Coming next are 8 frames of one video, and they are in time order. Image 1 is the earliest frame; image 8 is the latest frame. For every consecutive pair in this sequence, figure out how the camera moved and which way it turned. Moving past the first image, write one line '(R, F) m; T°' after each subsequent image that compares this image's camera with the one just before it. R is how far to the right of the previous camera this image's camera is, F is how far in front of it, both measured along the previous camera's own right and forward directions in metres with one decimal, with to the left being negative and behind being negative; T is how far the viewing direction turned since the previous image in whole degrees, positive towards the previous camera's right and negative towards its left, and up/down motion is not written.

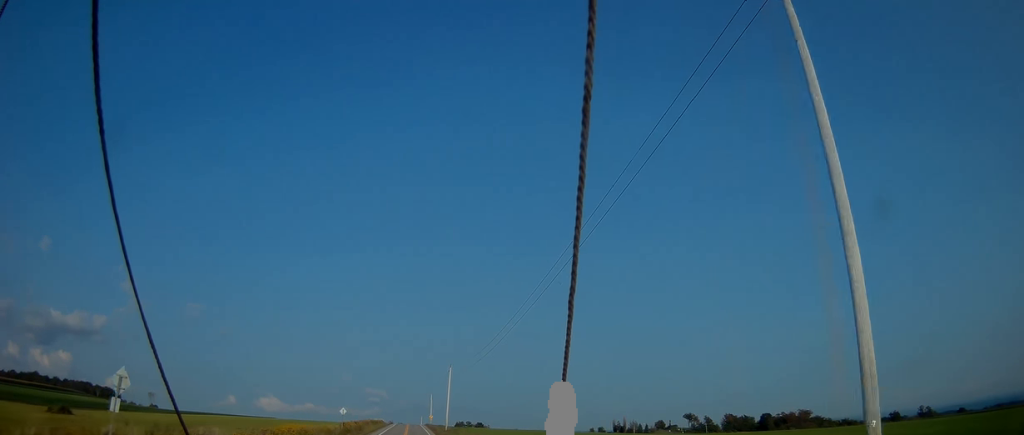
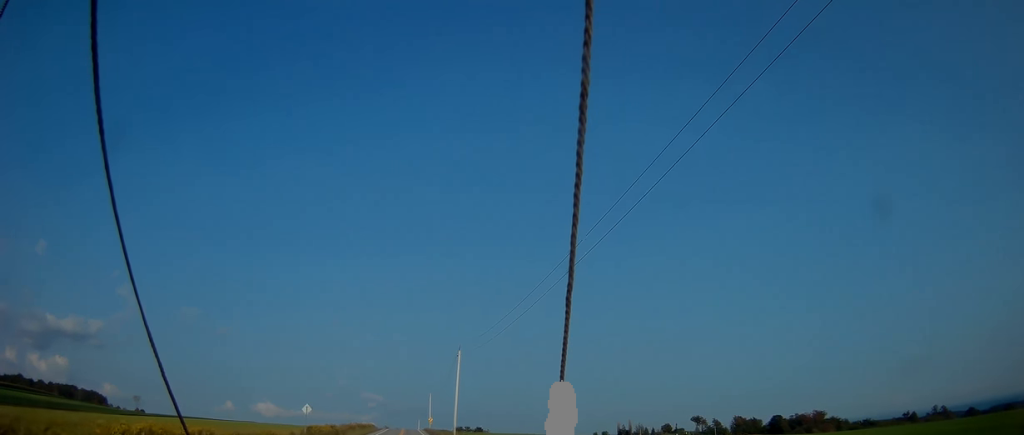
(0.0, +26.6) m; +1°
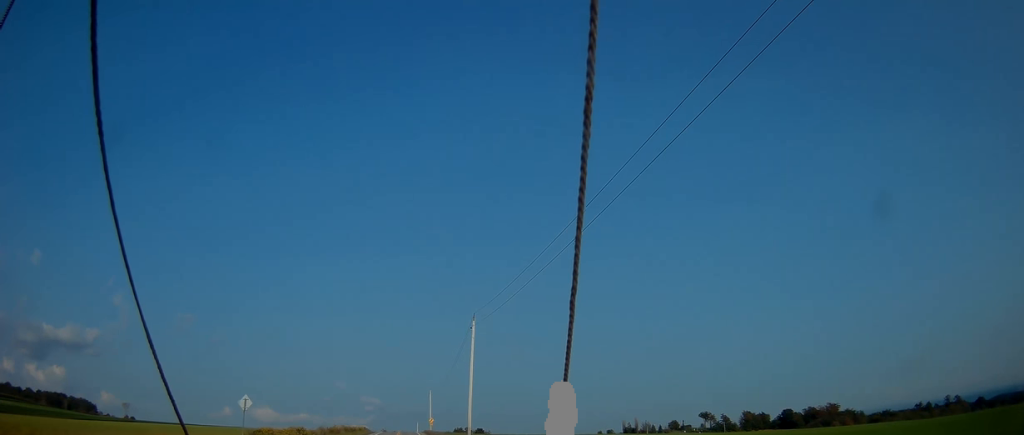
(+0.2, +21.1) m; +1°
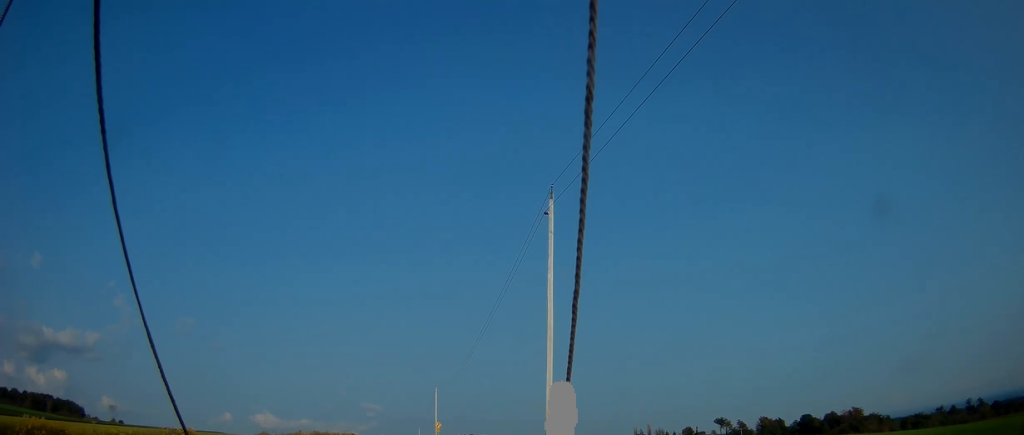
(0.0, +29.3) m; 0°
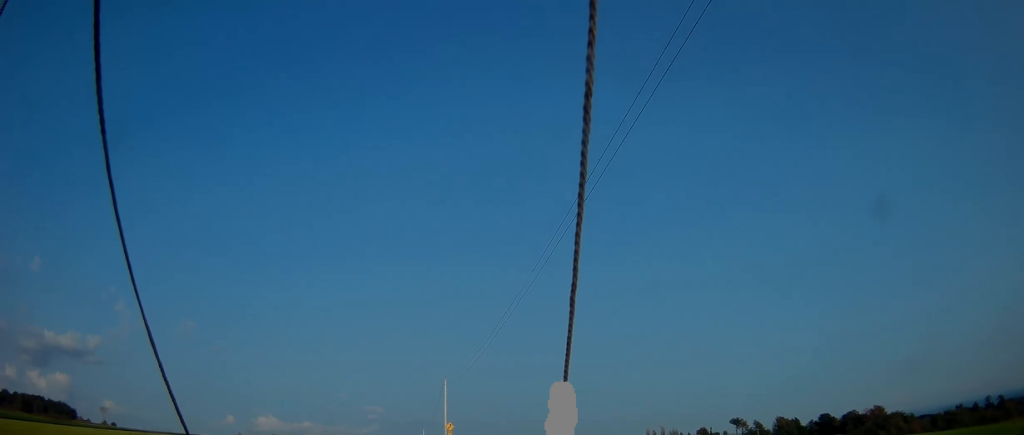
(0.0, +22.9) m; 0°
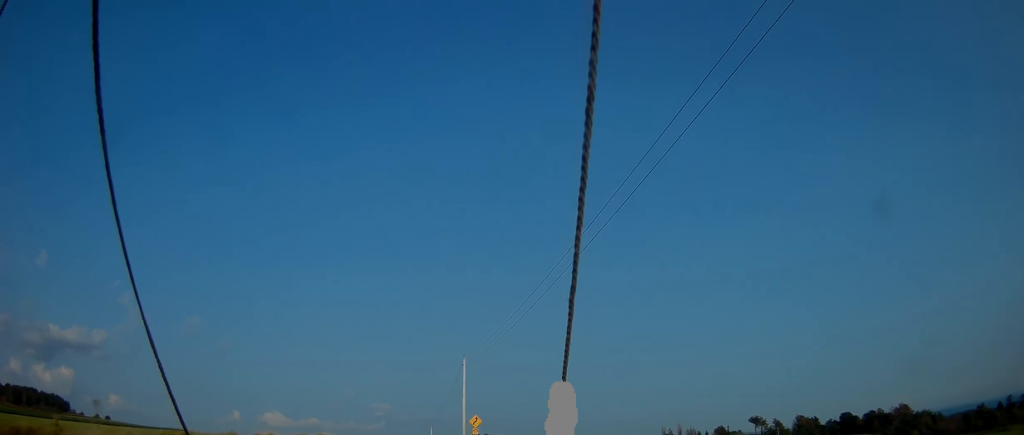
(-0.1, +23.0) m; -1°
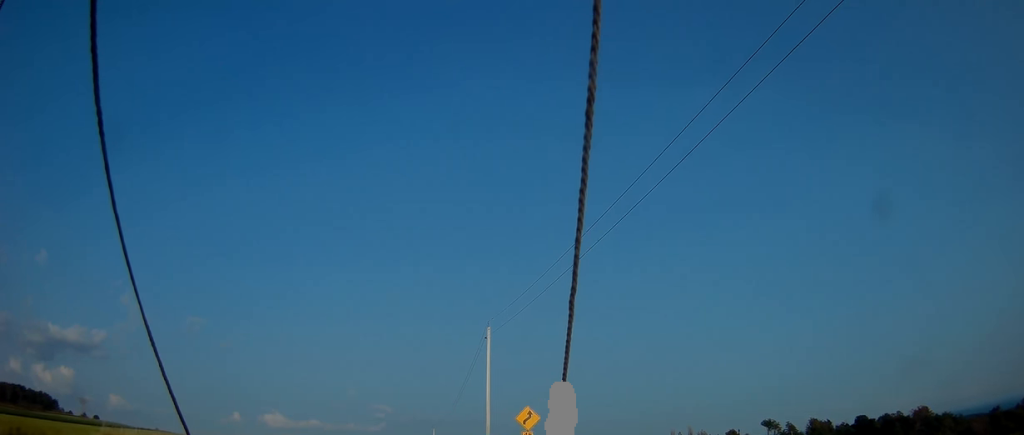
(-0.3, +21.5) m; -1°
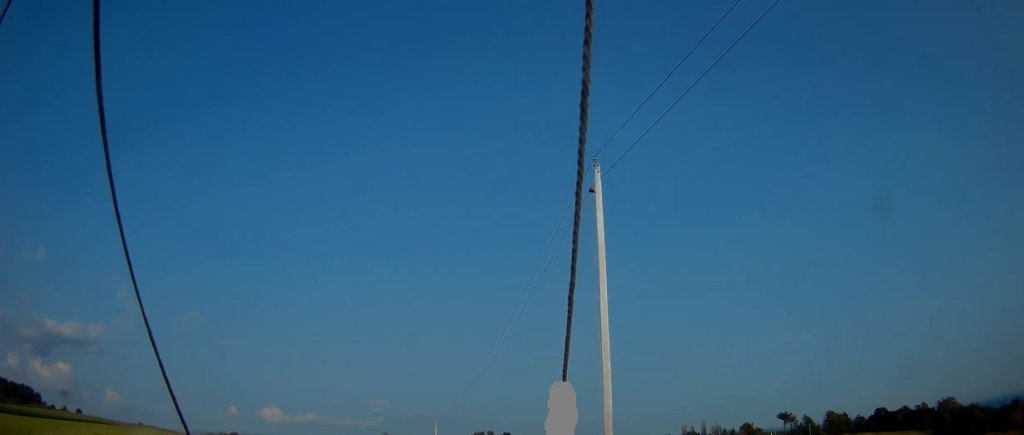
(0.0, +28.1) m; +1°
